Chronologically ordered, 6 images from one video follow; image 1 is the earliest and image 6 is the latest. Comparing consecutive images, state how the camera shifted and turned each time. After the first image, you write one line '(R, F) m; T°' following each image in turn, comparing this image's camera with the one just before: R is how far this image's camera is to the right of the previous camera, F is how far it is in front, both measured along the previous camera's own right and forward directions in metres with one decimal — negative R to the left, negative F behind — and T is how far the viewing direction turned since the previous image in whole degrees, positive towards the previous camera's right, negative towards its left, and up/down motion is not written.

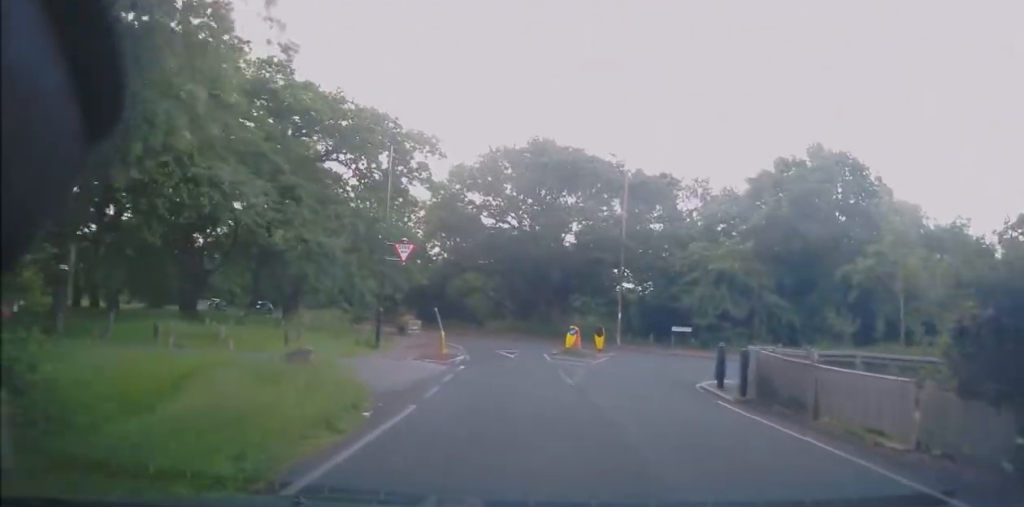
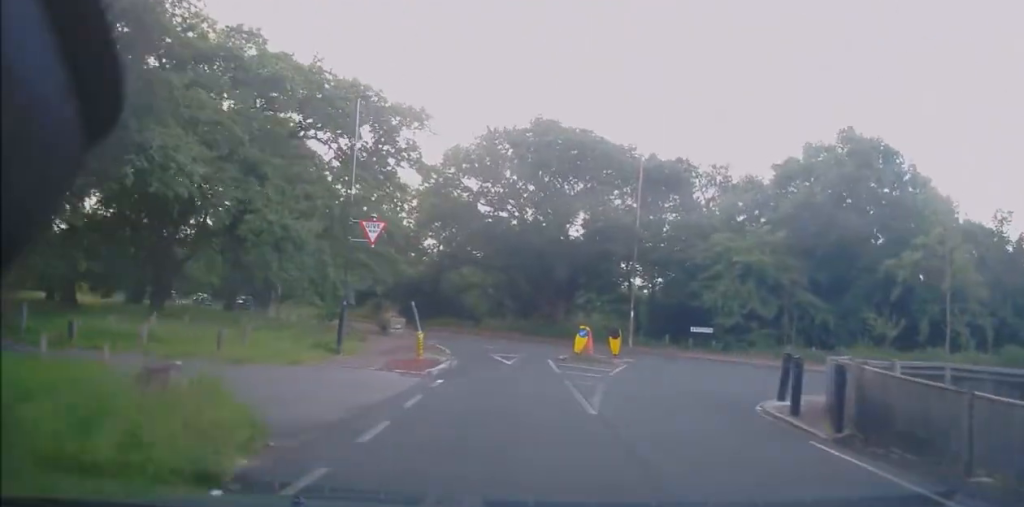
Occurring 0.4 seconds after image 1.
(-0.1, +3.7) m; -1°
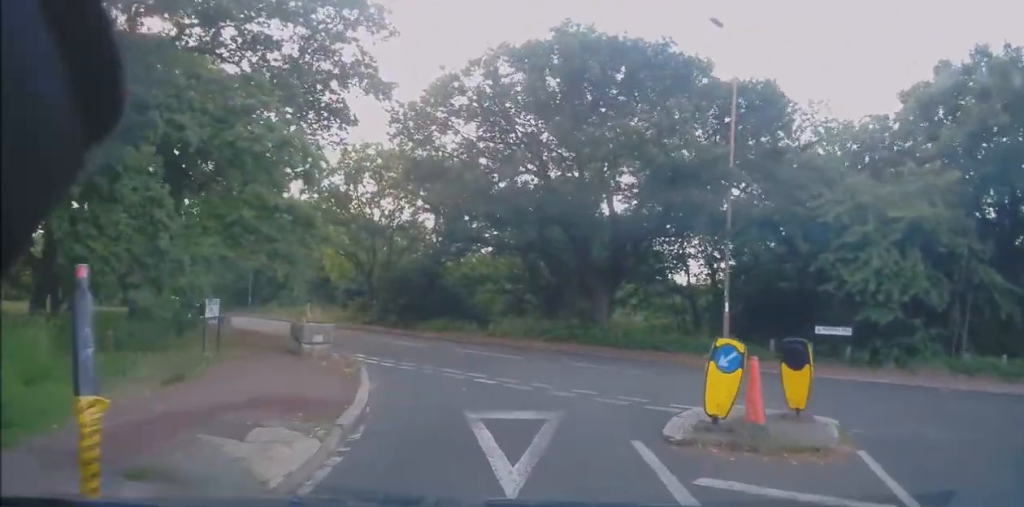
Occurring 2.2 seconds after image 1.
(-0.1, +11.2) m; 0°
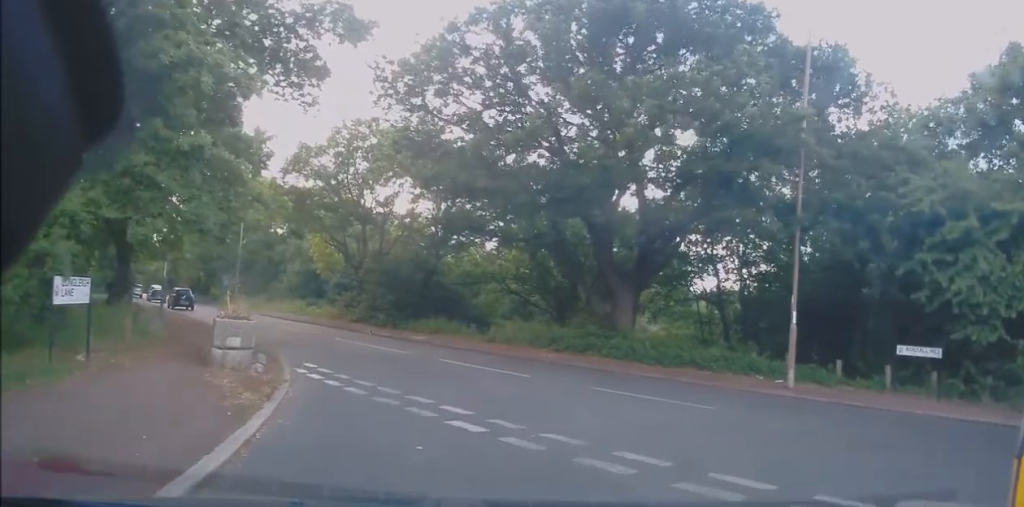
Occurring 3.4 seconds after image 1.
(+0.1, +4.2) m; 0°
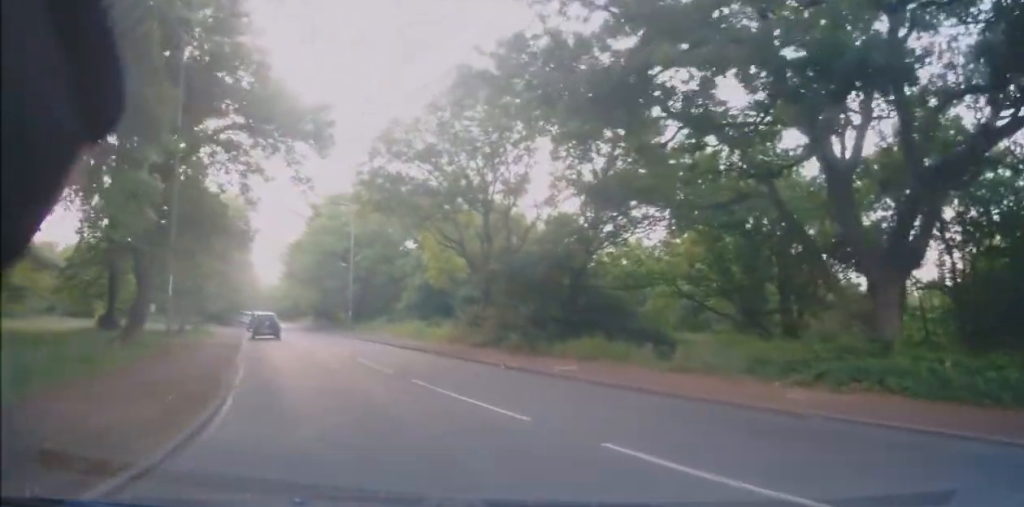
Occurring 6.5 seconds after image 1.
(-1.6, +9.8) m; -18°
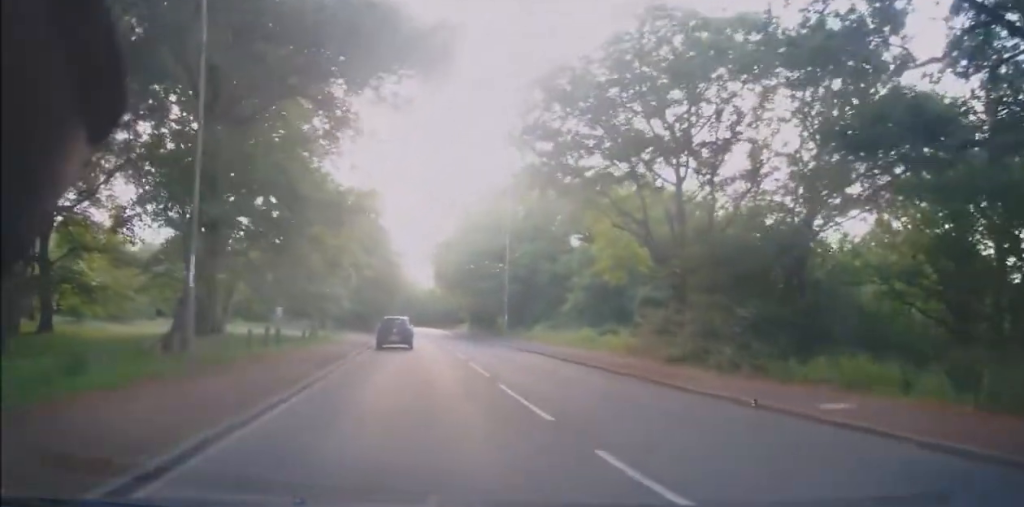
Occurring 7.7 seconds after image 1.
(-0.2, +6.5) m; -9°
